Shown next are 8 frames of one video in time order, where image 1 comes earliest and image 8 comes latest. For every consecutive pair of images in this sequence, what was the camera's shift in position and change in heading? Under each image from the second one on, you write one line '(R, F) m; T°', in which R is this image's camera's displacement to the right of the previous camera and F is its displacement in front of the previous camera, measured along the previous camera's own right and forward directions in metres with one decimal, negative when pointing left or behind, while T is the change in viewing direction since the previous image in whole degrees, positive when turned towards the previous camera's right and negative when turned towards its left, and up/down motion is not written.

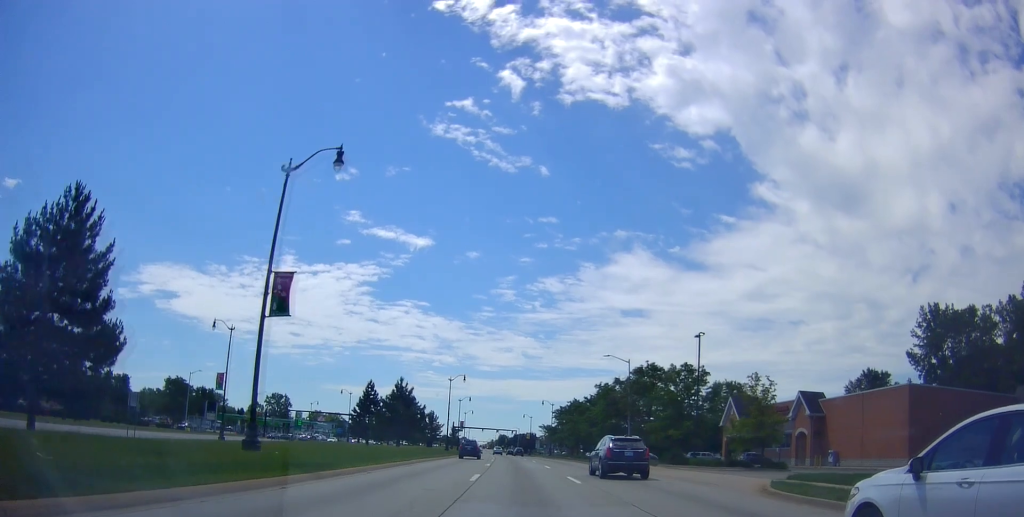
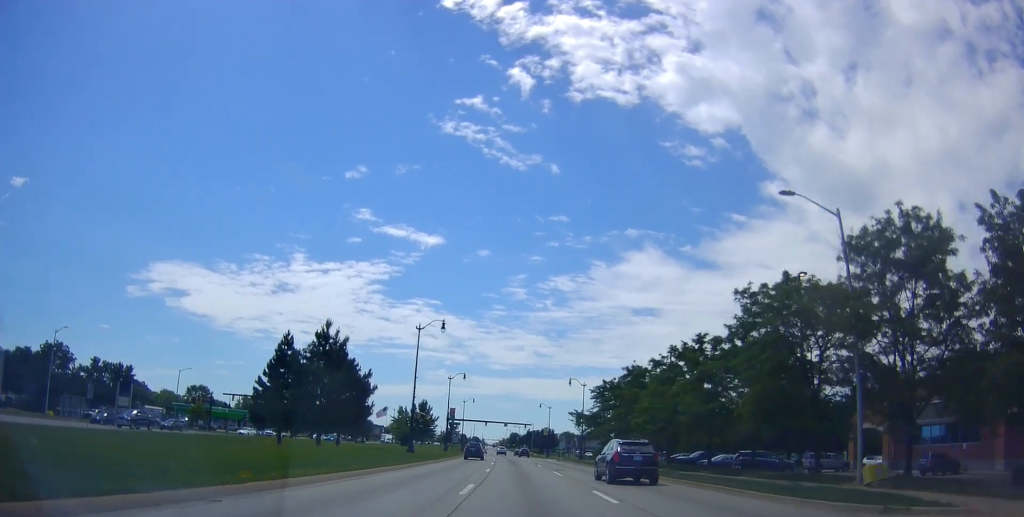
(-0.5, +35.3) m; +1°
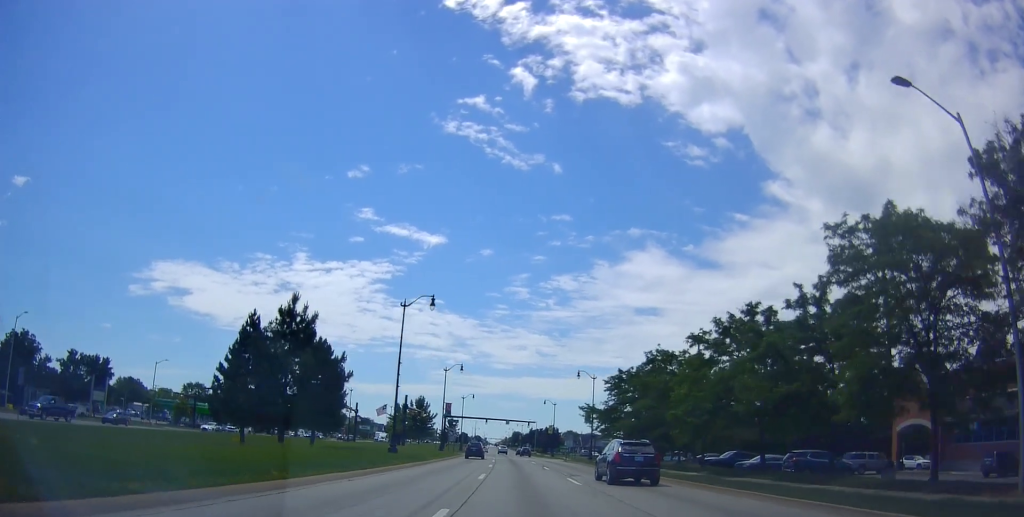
(+0.3, +7.5) m; 0°
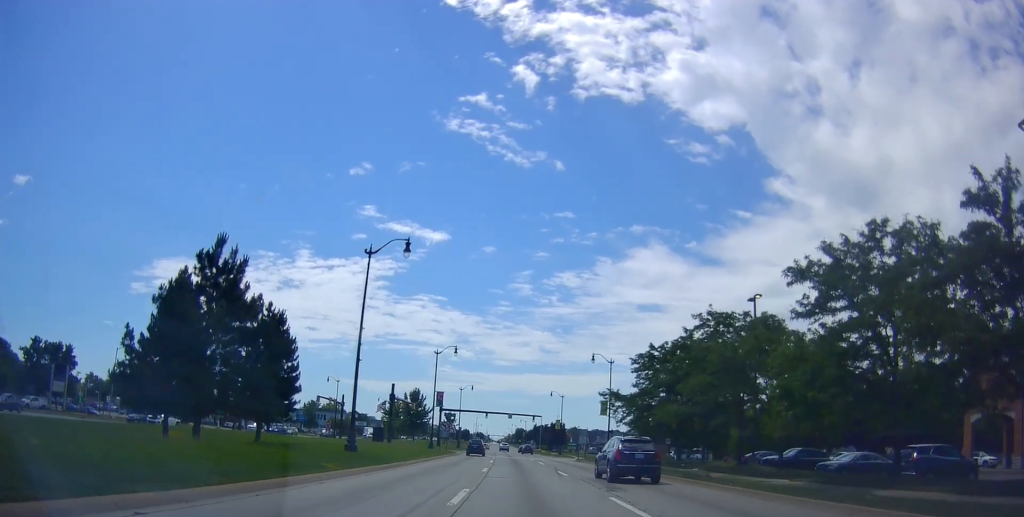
(+0.1, +10.7) m; -1°
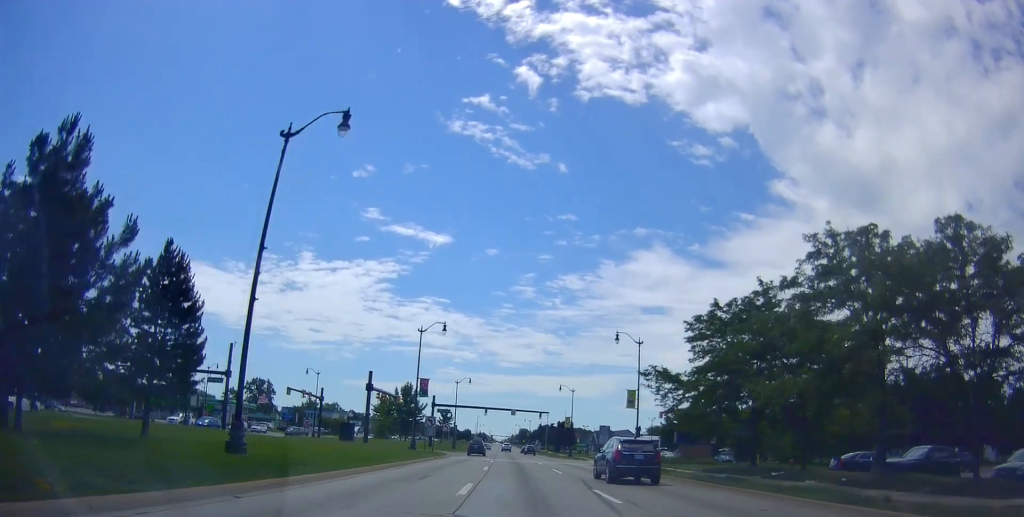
(-0.4, +12.0) m; -2°
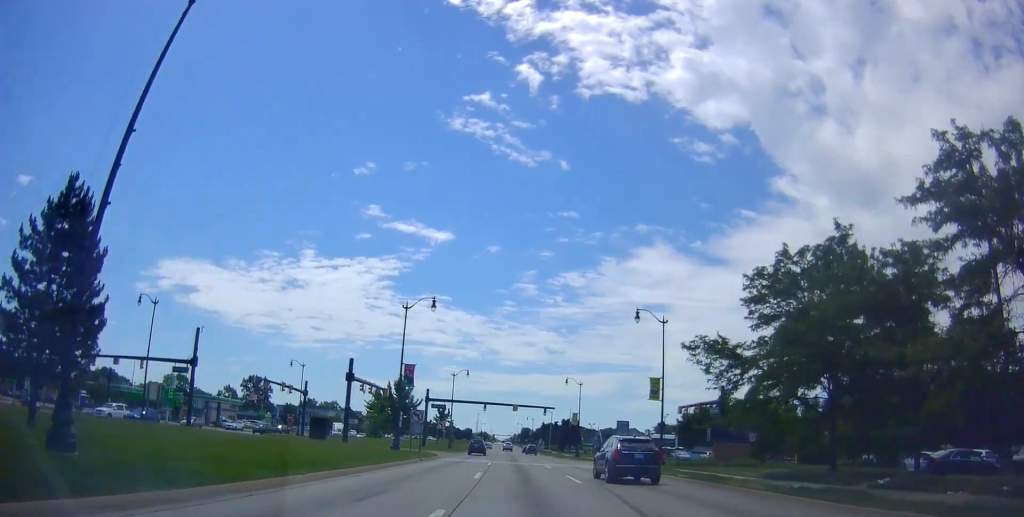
(0.0, +7.6) m; 0°
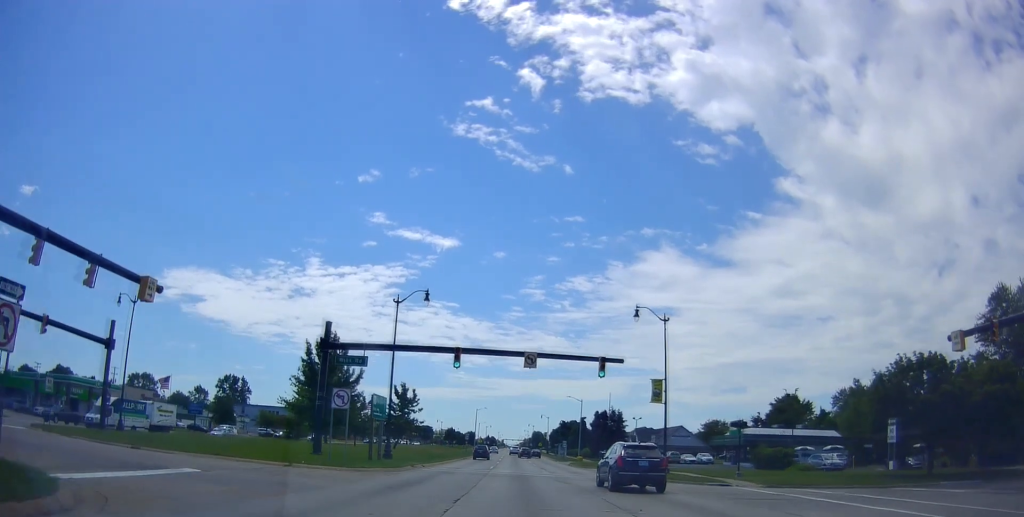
(0.0, +43.4) m; 0°
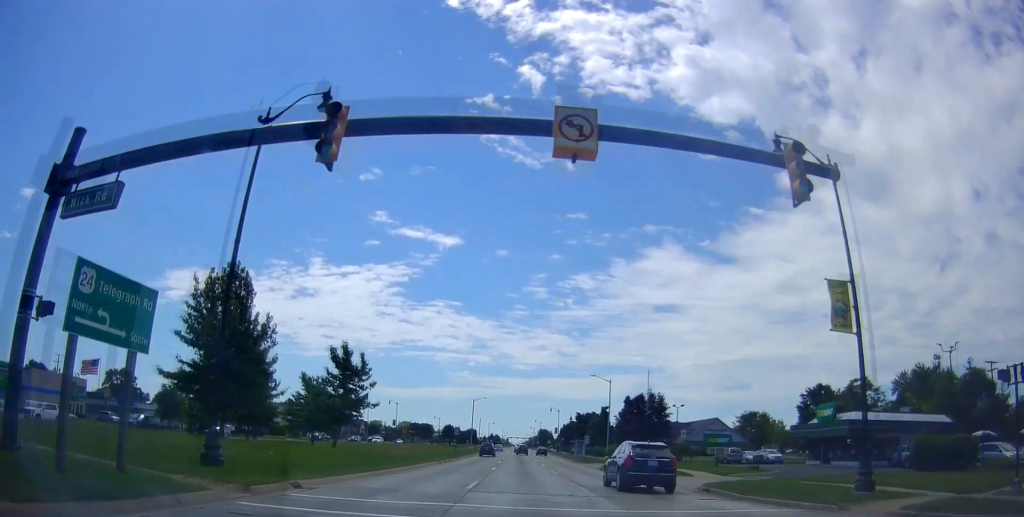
(0.0, +22.4) m; 0°
